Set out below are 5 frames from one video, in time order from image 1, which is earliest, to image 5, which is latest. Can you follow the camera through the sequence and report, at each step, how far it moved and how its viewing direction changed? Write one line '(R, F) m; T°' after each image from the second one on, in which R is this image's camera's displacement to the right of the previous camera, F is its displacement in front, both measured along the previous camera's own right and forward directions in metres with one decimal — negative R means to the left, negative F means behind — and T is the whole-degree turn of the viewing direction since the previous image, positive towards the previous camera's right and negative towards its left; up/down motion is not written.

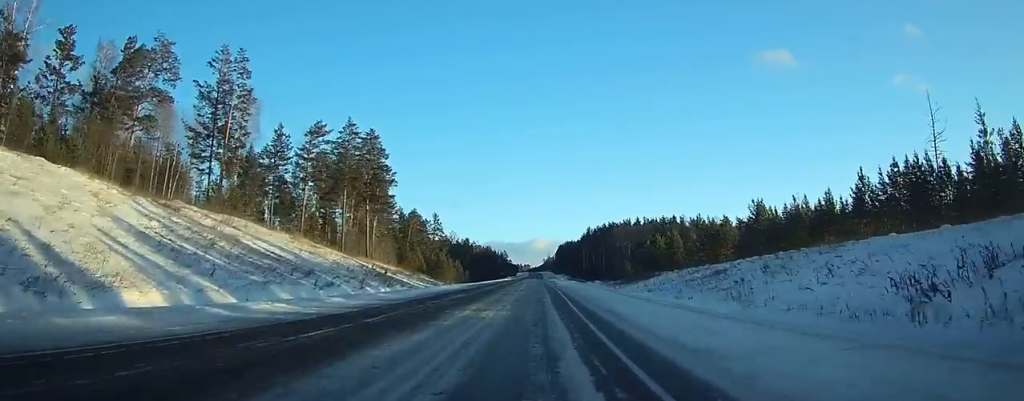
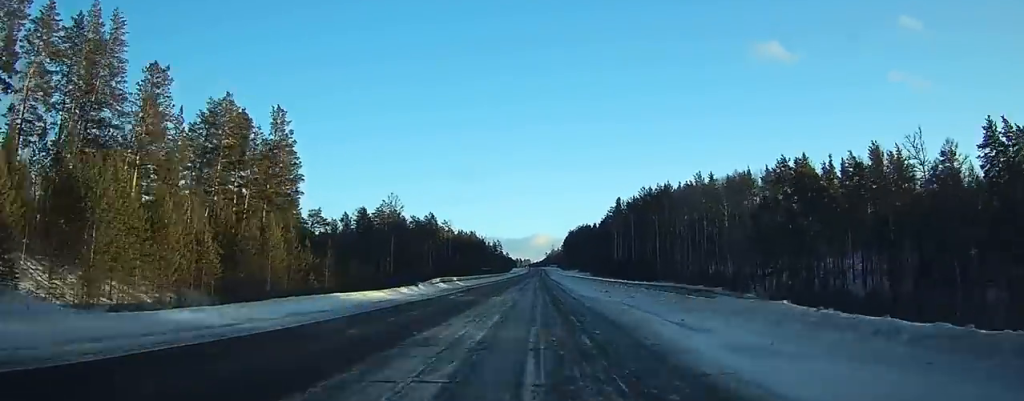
(-1.9, +130.6) m; -1°
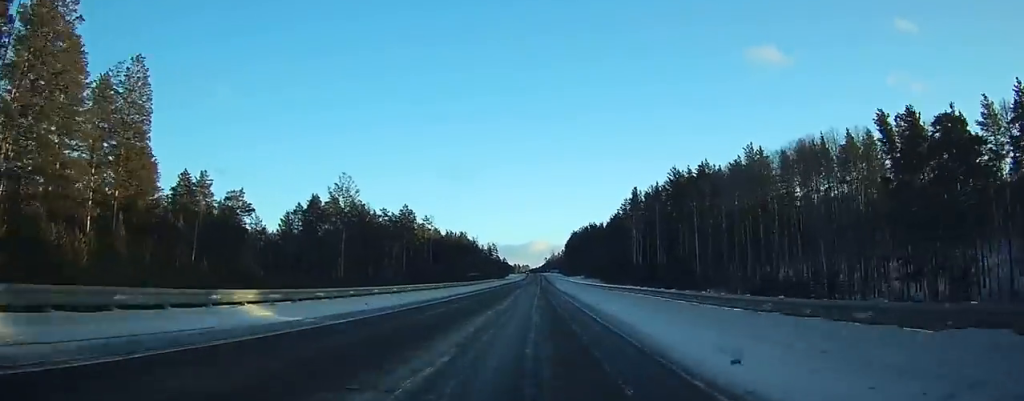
(+0.1, +42.7) m; 0°
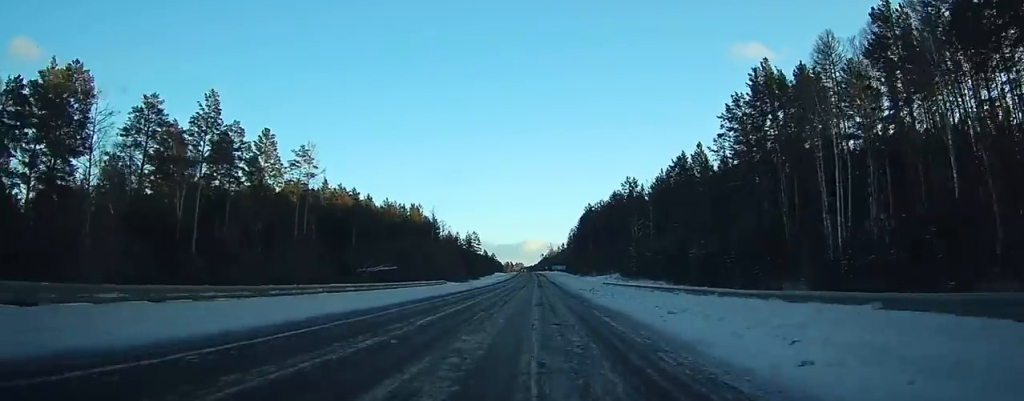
(+1.4, +115.7) m; +1°
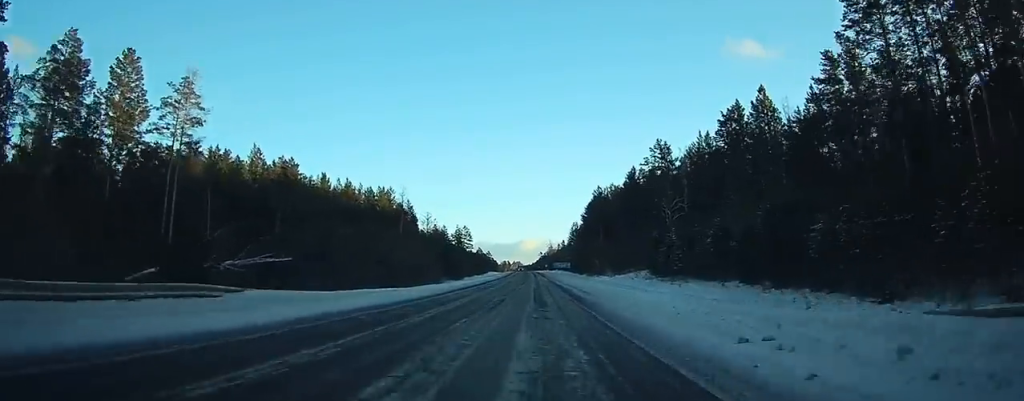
(0.0, +38.4) m; 0°
